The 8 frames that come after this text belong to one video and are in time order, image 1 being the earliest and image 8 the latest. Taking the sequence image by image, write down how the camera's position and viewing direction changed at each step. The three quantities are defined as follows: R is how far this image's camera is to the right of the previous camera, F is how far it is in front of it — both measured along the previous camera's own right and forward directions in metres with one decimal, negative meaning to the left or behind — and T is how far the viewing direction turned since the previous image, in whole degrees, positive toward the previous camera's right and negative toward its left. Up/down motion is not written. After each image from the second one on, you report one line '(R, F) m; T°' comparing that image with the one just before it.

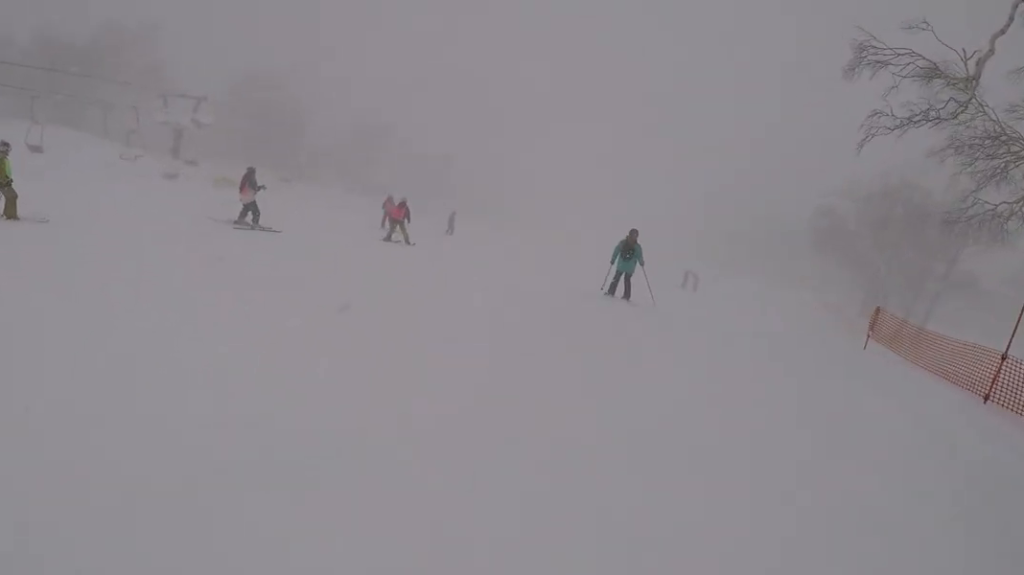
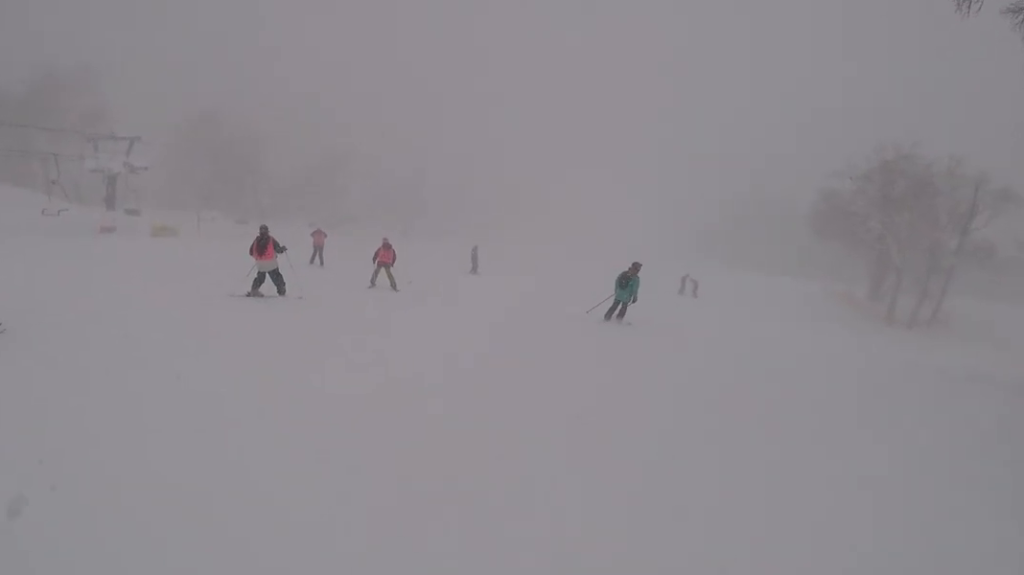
(+0.5, +5.1) m; +12°
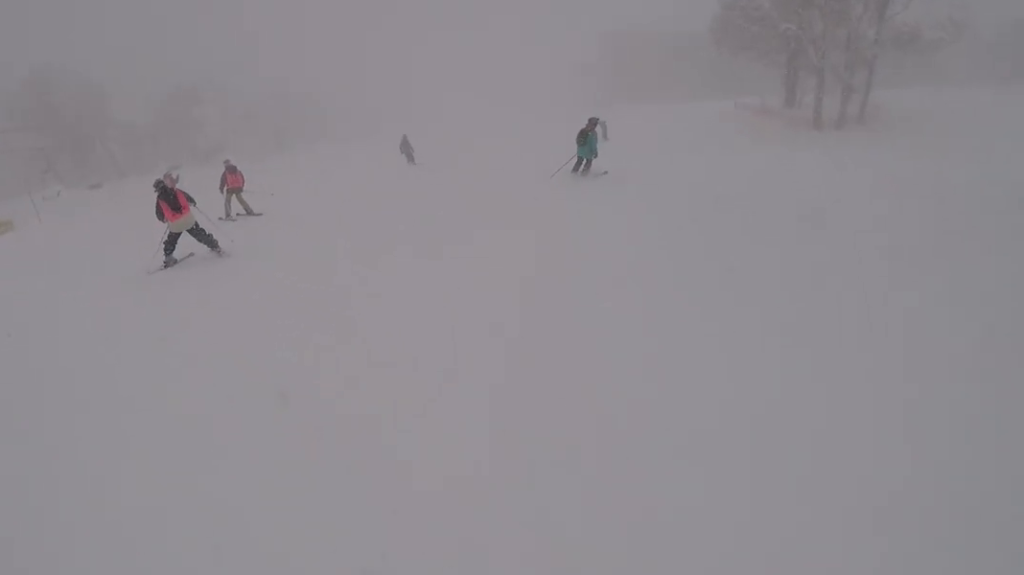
(+0.4, +4.7) m; +10°
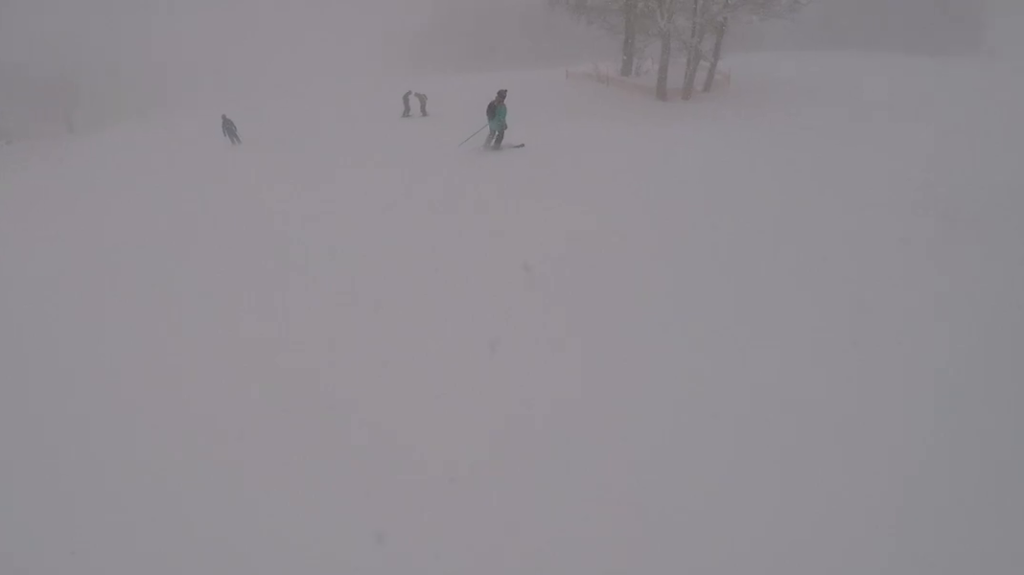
(+0.9, +6.6) m; +3°
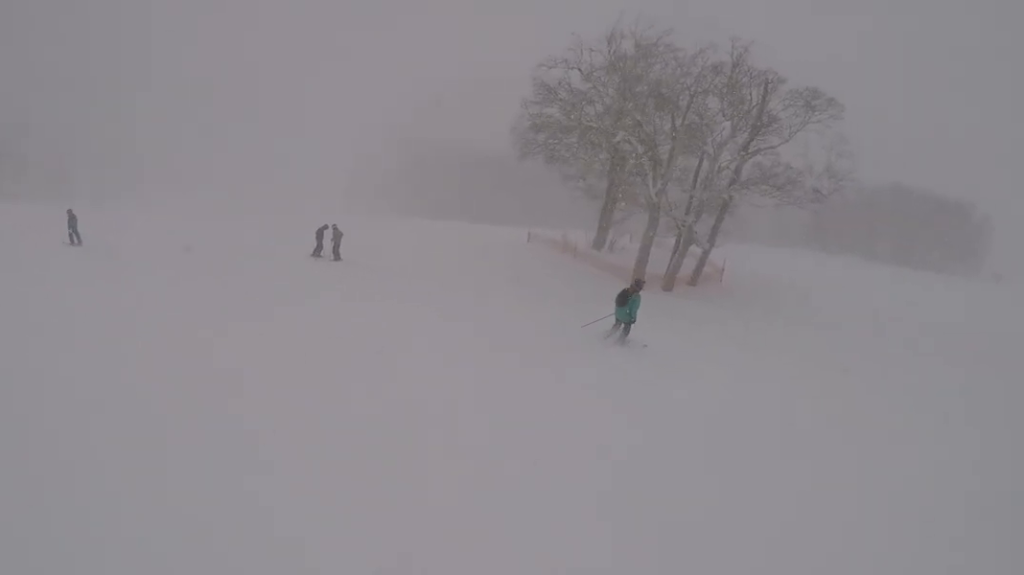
(-0.1, +9.3) m; +12°
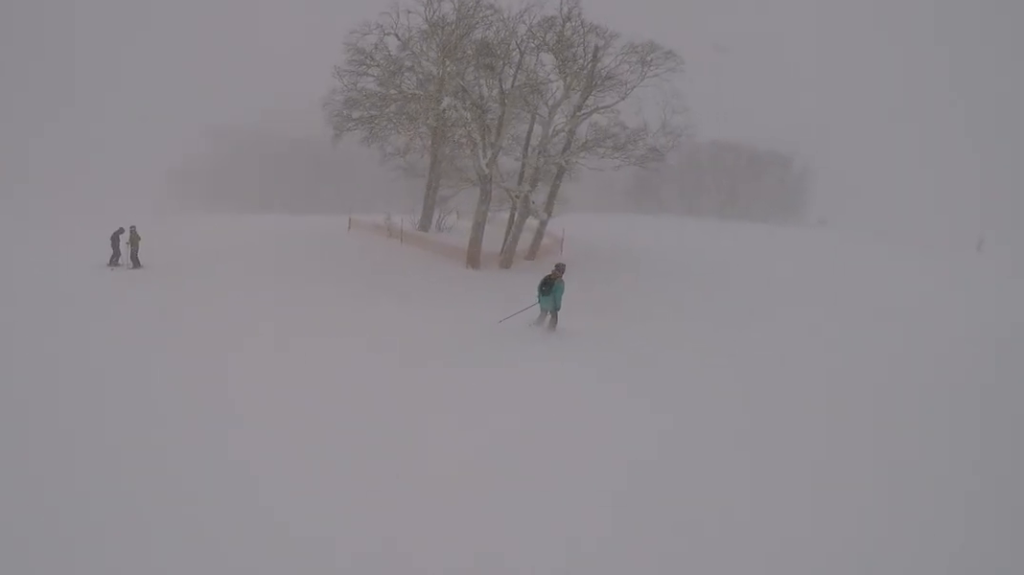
(+0.4, +2.8) m; +11°
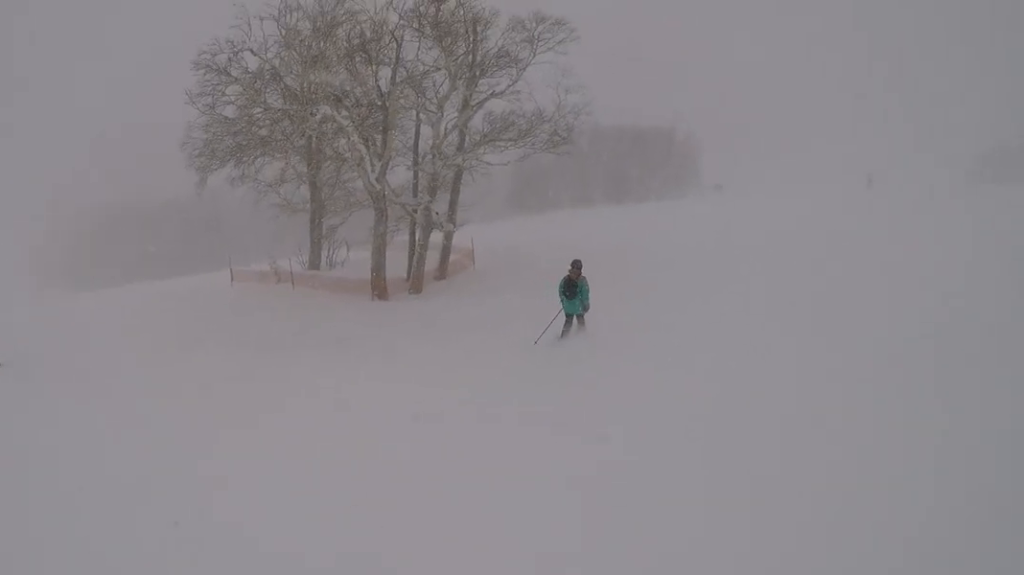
(+0.2, +3.2) m; +11°
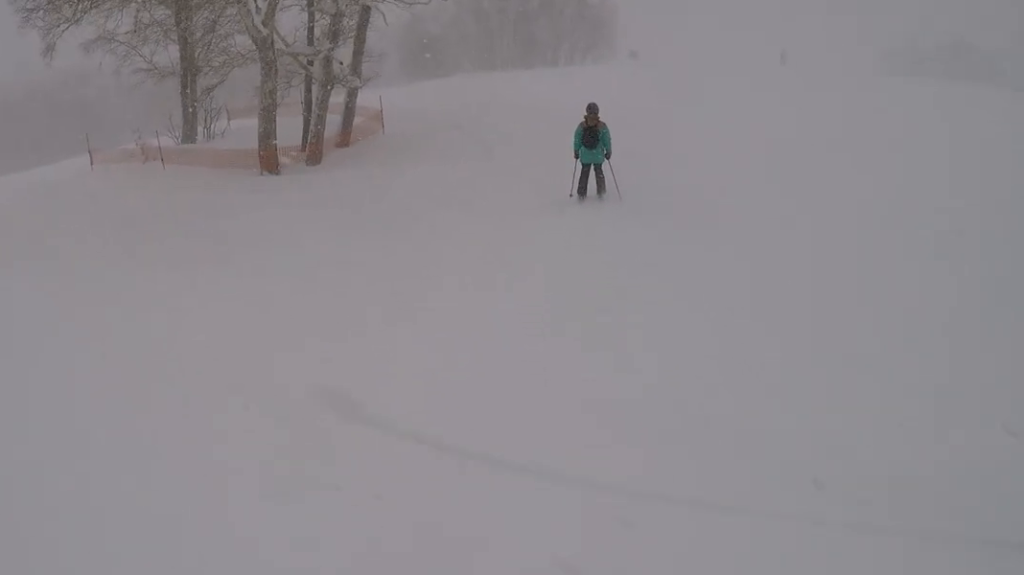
(+0.7, +3.6) m; +7°
